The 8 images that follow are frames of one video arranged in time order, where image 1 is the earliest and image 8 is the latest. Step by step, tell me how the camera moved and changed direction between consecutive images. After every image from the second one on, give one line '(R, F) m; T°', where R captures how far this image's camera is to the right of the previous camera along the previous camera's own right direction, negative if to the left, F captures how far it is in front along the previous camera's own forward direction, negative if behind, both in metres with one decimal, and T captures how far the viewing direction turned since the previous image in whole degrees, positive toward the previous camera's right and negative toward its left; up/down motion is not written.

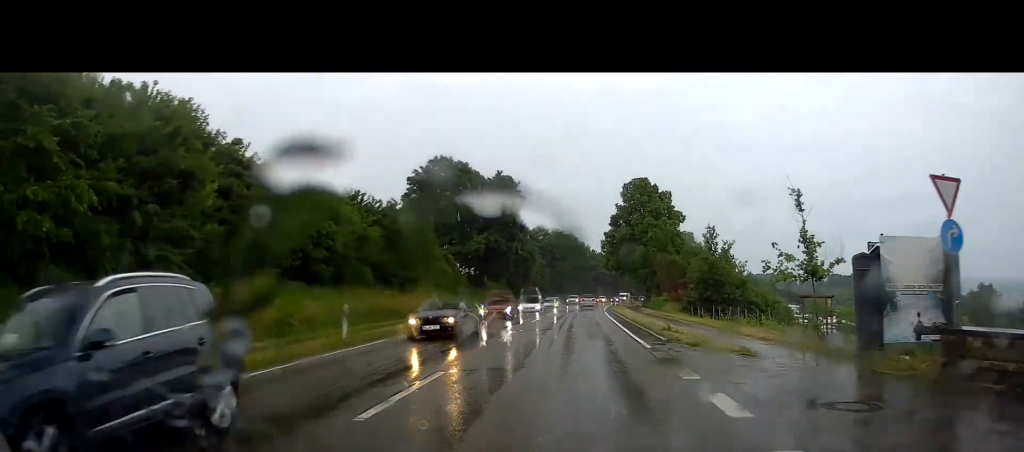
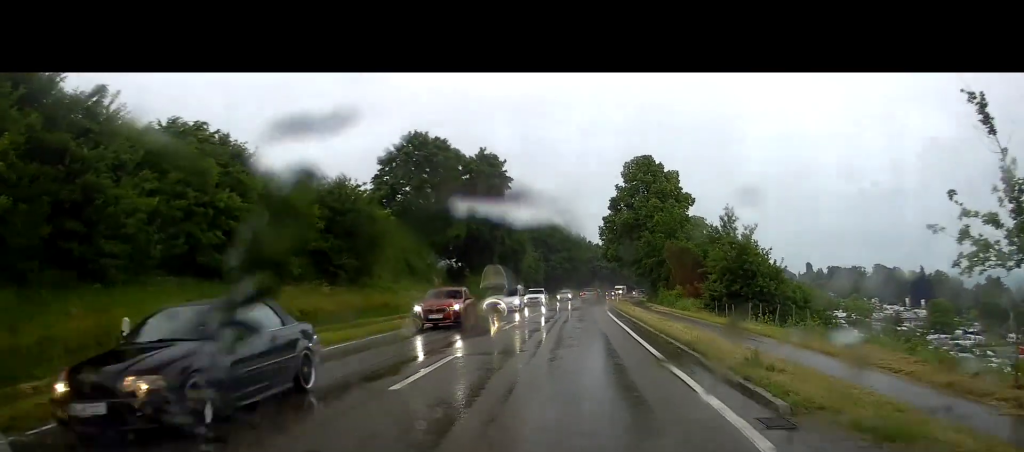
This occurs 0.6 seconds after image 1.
(0.0, +10.1) m; +1°
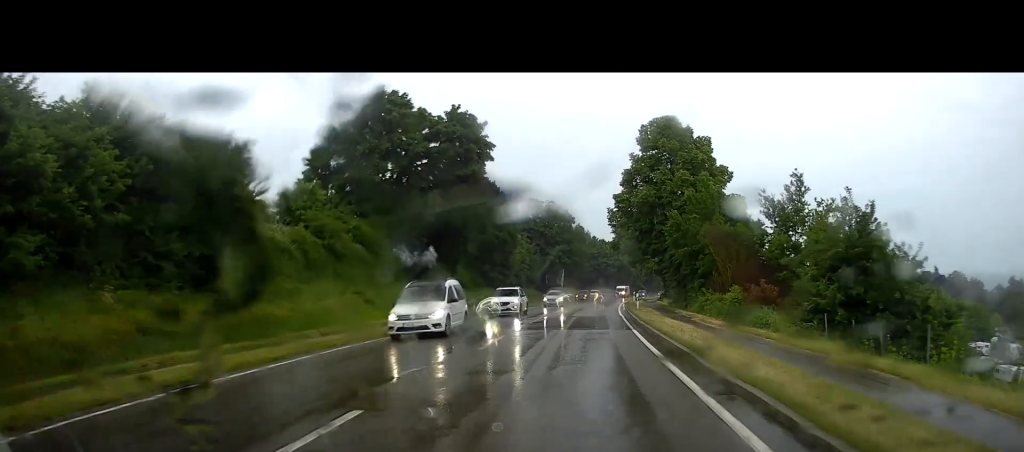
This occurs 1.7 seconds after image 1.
(+0.3, +17.4) m; +1°
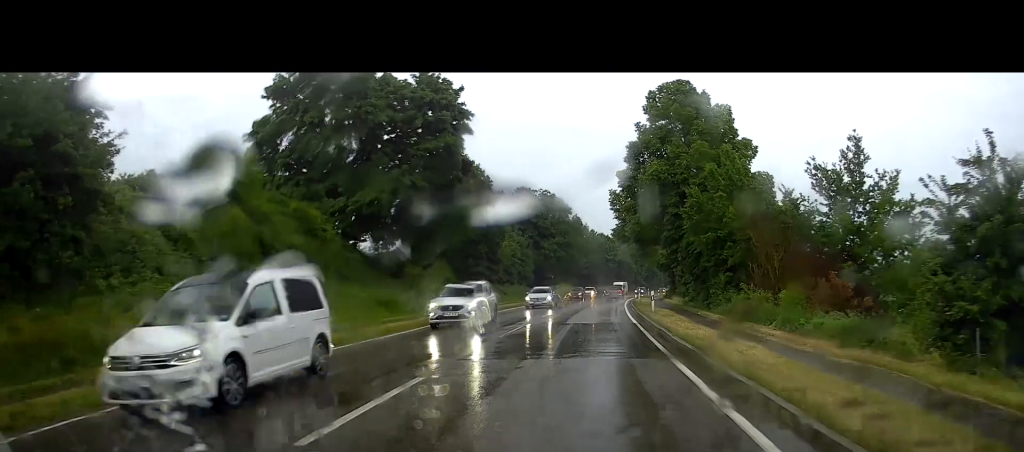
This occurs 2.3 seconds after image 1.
(0.0, +9.3) m; 0°
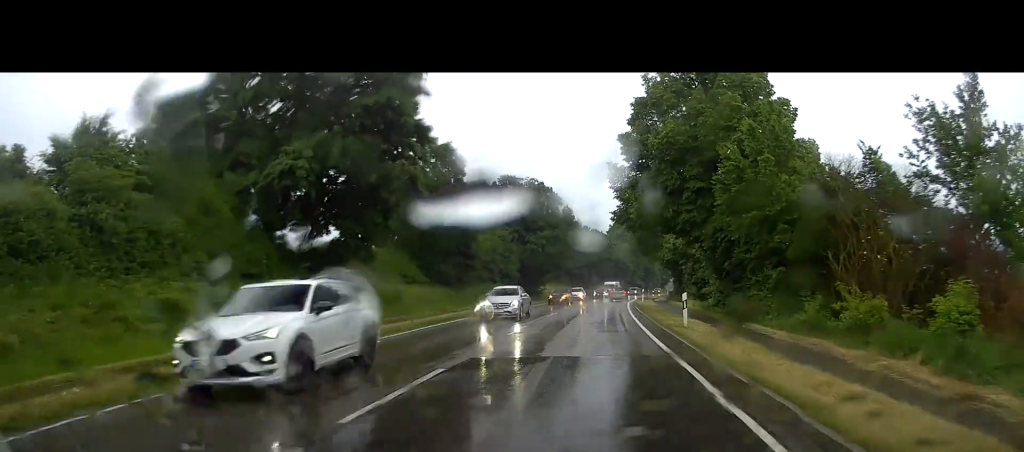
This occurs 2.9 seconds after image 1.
(0.0, +11.1) m; 0°
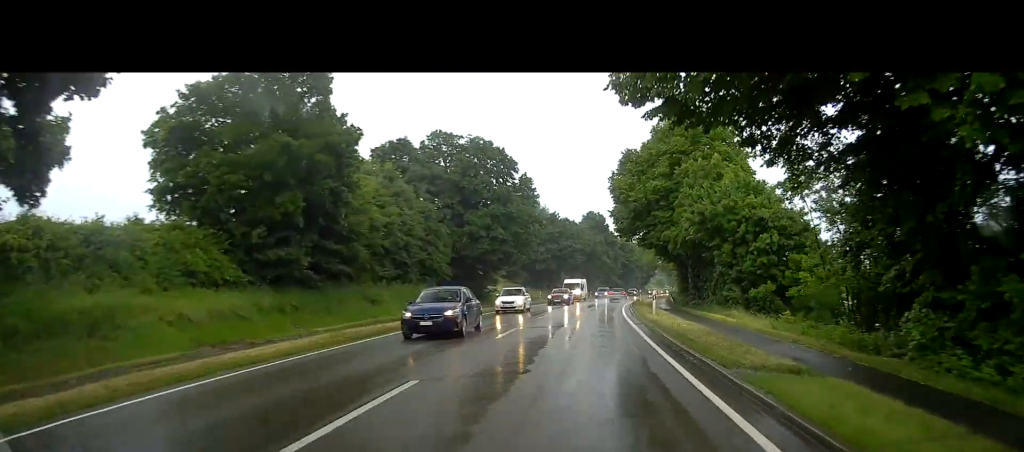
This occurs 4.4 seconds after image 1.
(-0.2, +25.1) m; 0°
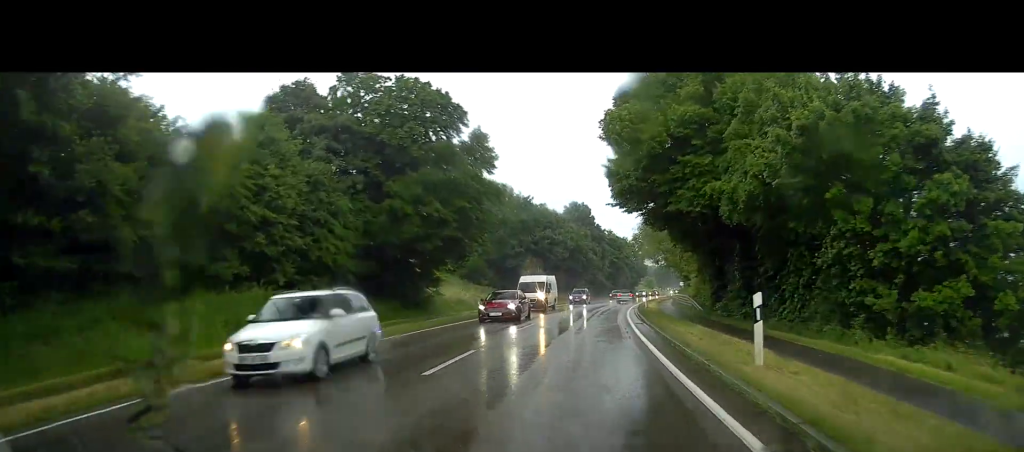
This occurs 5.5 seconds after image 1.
(+0.2, +18.6) m; +2°
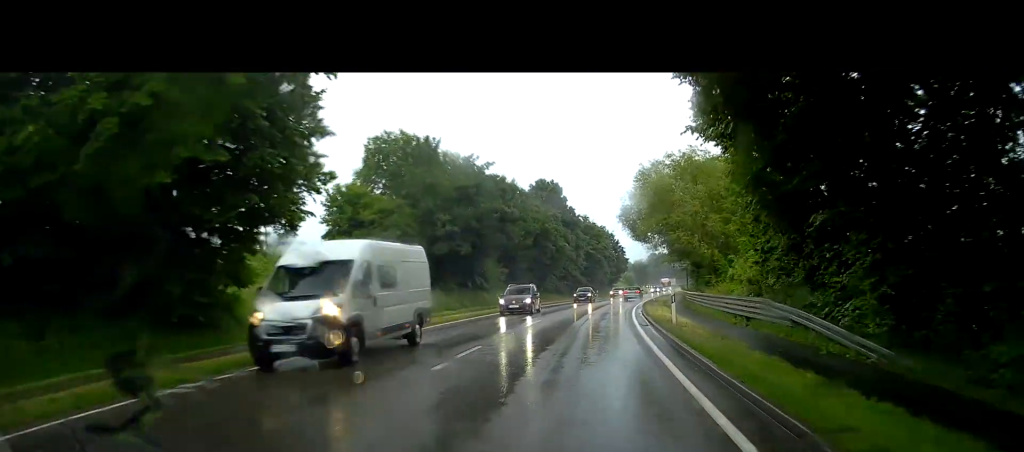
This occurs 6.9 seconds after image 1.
(+0.8, +22.9) m; +4°
